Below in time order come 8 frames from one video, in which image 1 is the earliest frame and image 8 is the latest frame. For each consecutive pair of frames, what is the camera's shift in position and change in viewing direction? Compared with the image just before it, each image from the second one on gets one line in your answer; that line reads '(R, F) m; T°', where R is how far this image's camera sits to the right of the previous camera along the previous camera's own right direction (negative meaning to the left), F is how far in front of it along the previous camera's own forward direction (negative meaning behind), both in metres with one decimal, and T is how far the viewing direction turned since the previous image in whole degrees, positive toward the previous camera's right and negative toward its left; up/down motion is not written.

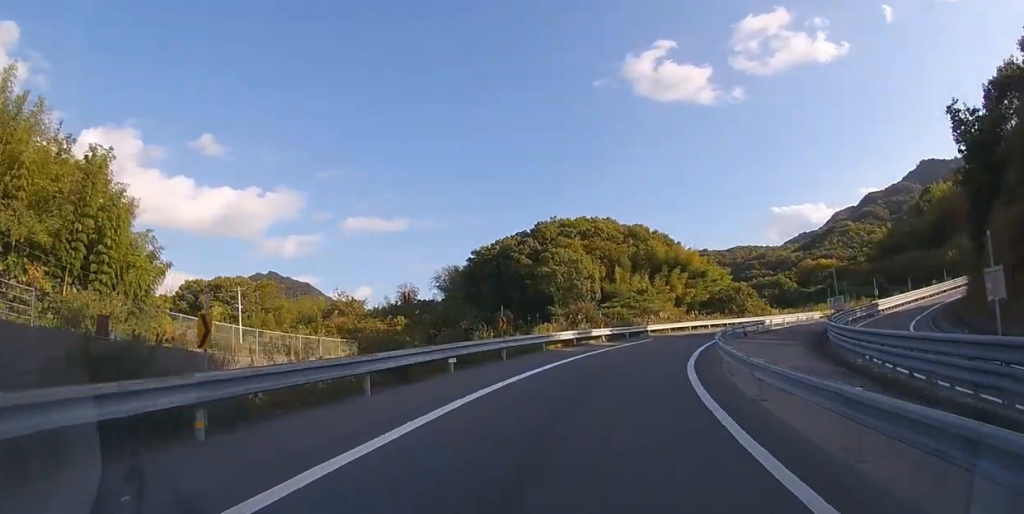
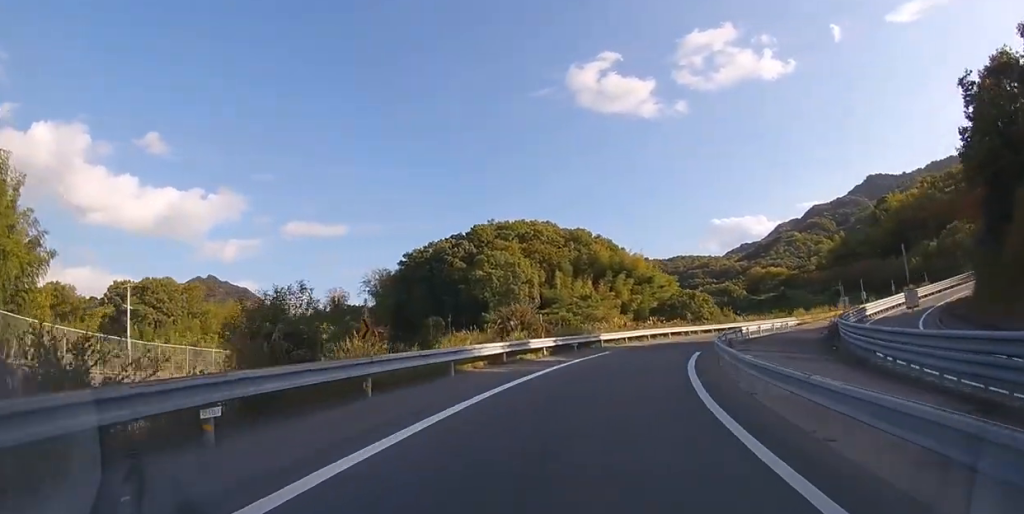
(+0.6, +7.4) m; +8°
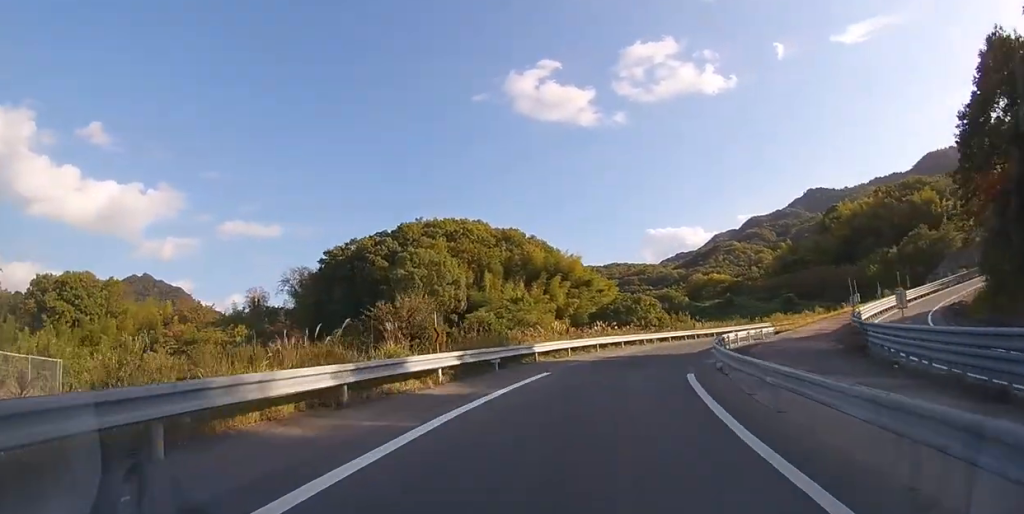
(+0.6, +8.5) m; +9°
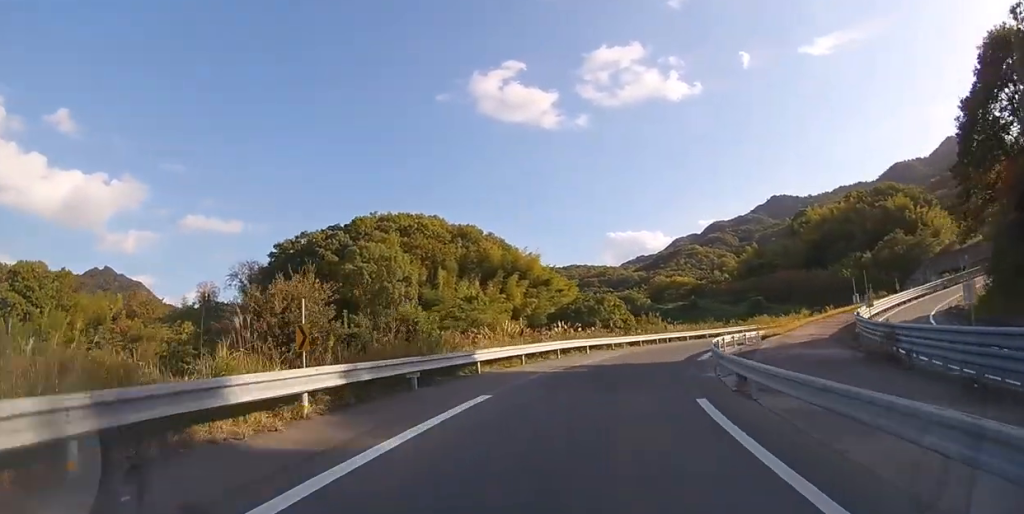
(+0.2, +4.6) m; +5°
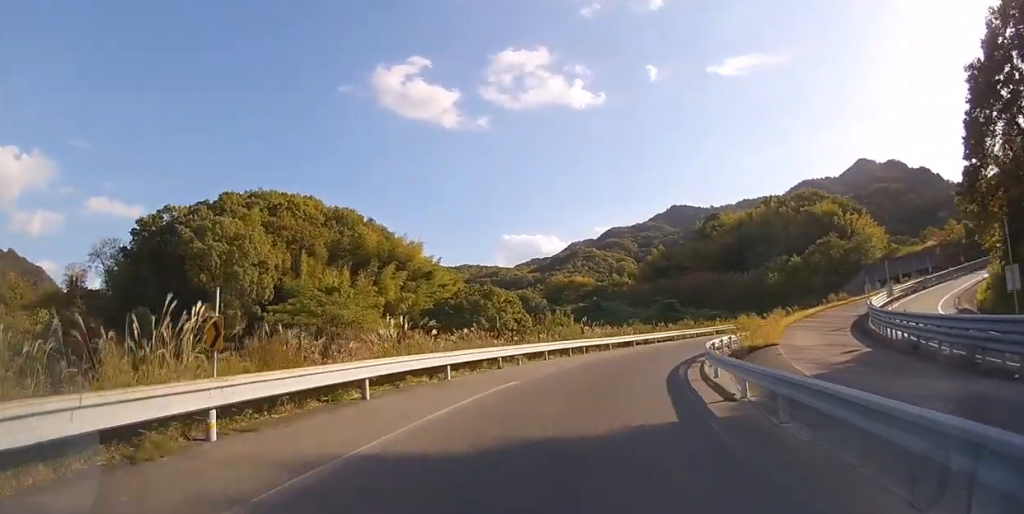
(+1.3, +12.4) m; +12°
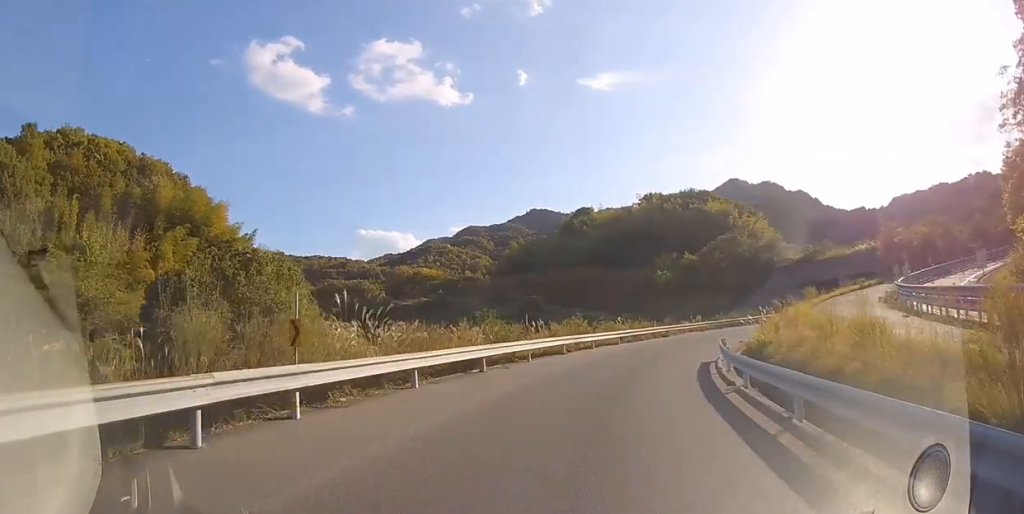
(+2.9, +18.9) m; +17°
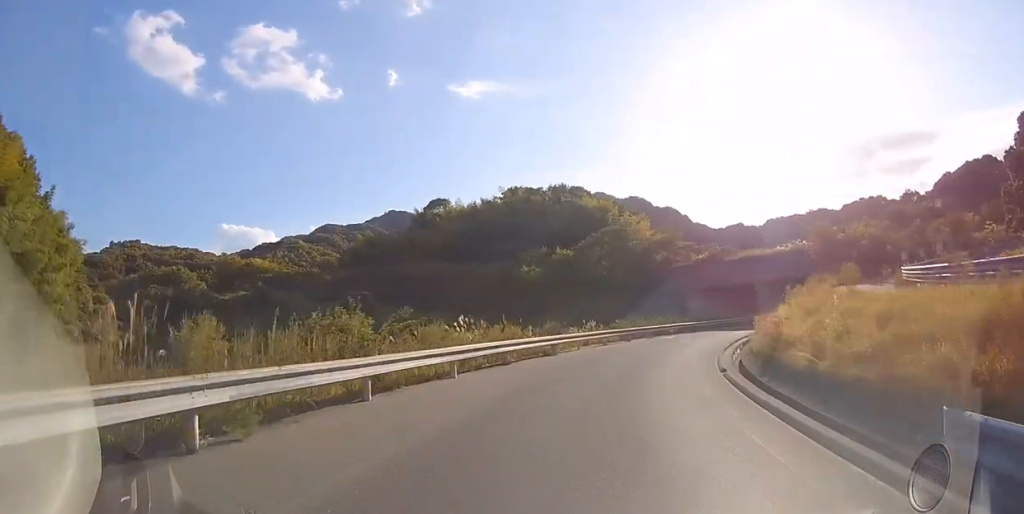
(+1.9, +16.2) m; +16°
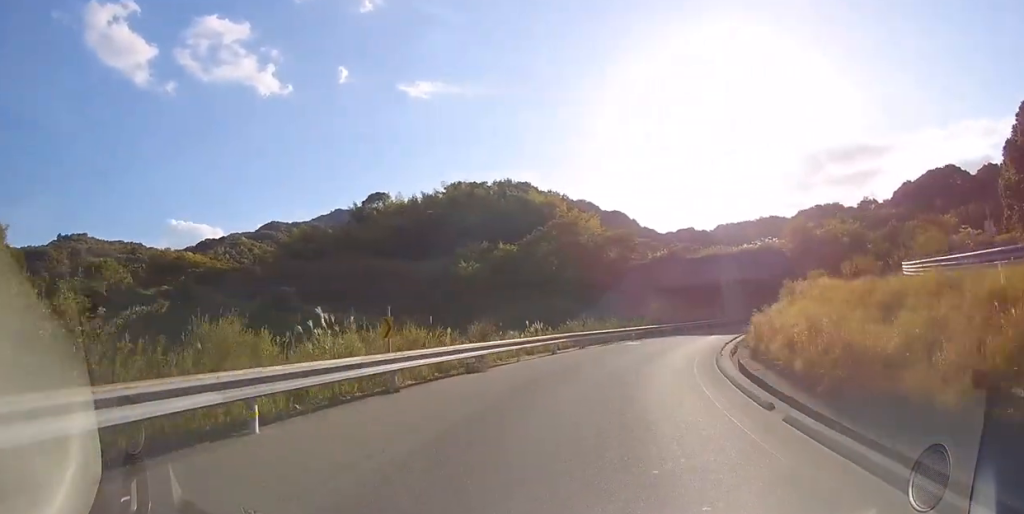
(+0.5, +6.5) m; +7°
